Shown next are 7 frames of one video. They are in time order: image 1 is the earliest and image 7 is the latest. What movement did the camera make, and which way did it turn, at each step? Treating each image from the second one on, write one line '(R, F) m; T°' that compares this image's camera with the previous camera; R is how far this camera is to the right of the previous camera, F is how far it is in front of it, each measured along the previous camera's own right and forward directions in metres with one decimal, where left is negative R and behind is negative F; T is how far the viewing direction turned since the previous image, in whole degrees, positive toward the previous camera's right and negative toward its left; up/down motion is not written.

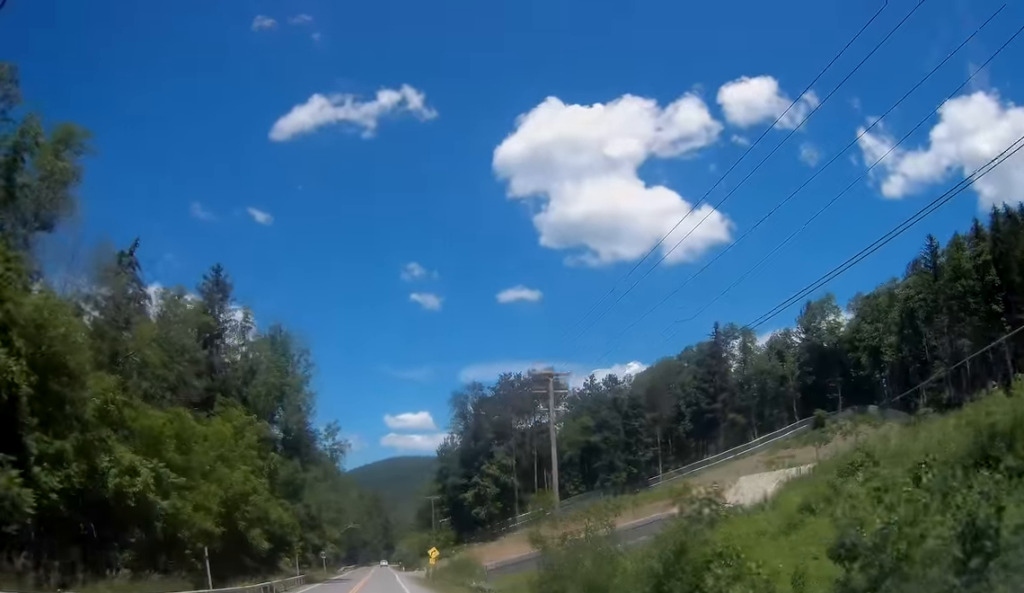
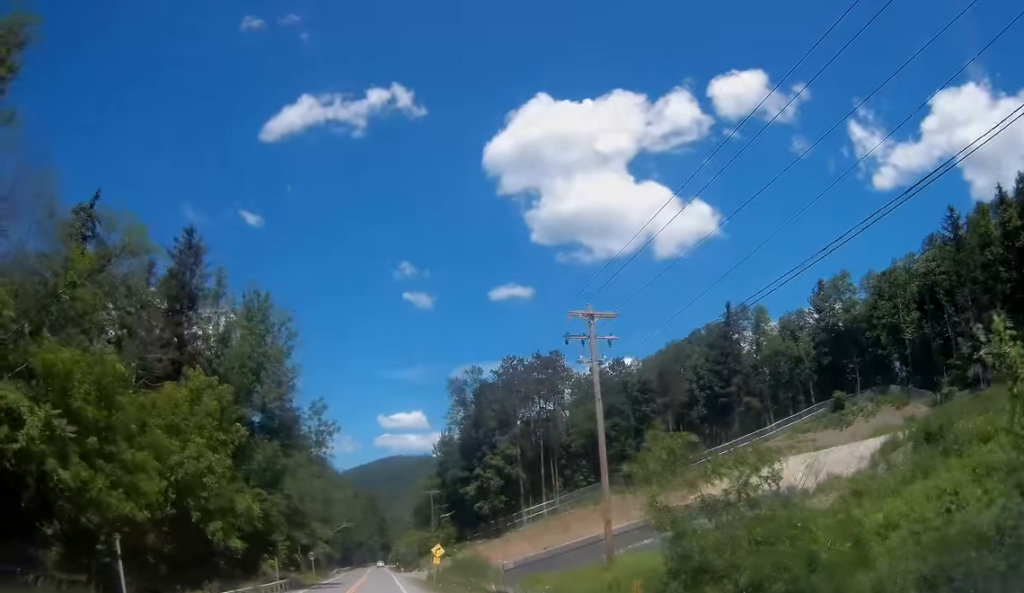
(+0.1, +8.1) m; +1°
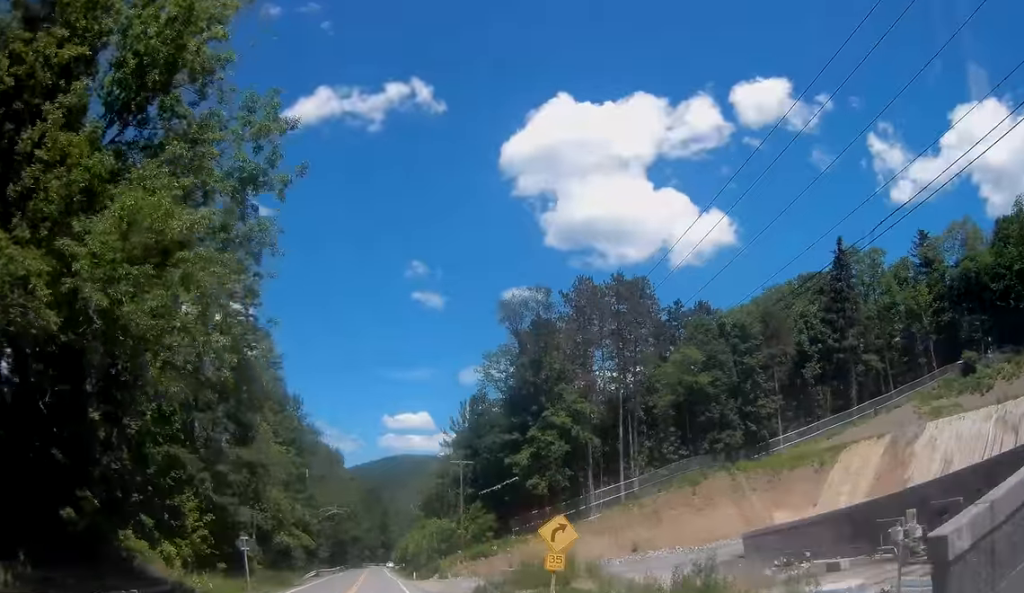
(0.0, +31.9) m; -1°
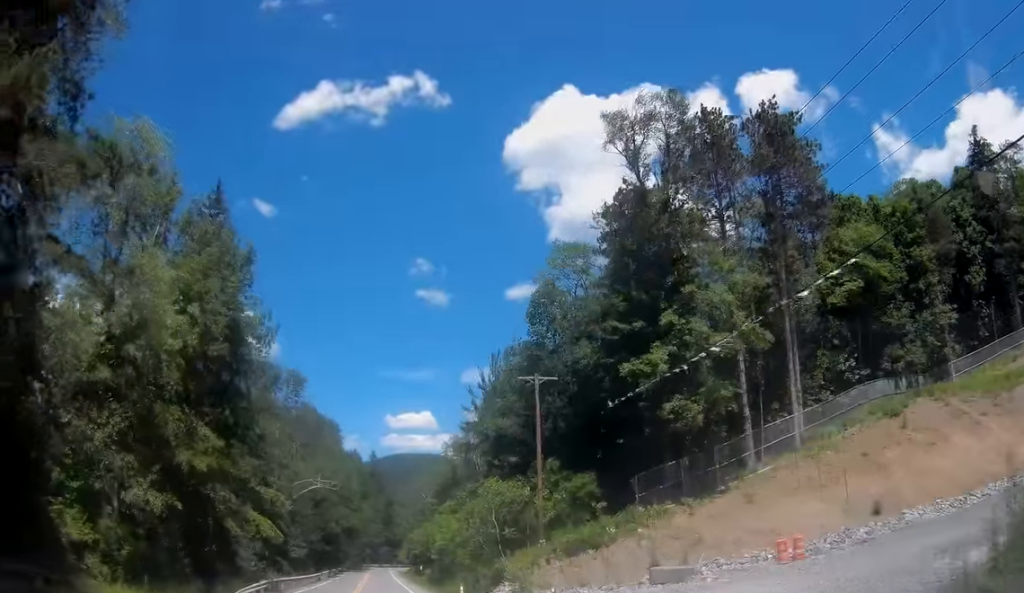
(-0.2, +31.4) m; 0°
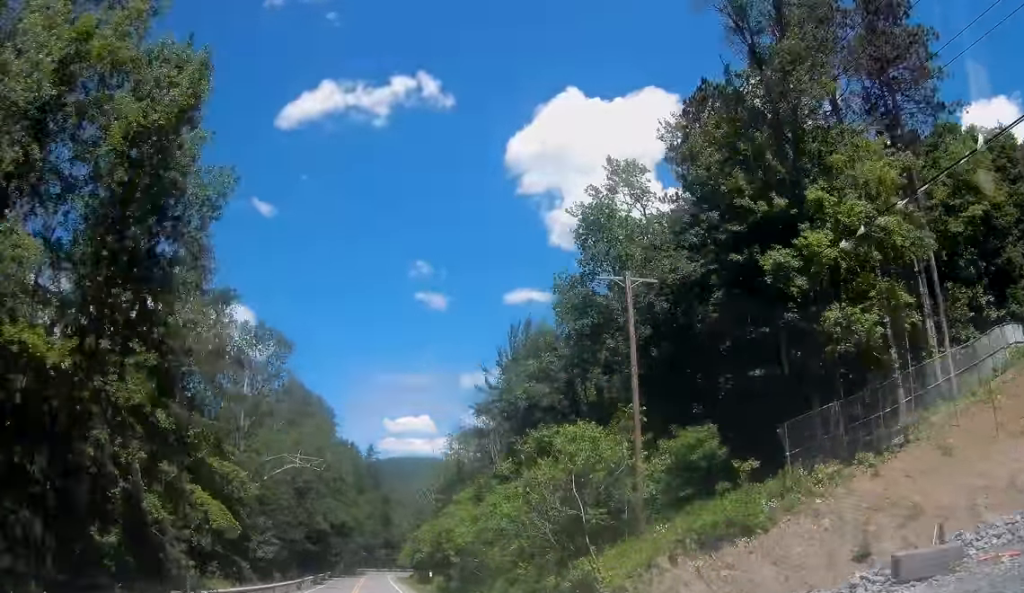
(+0.2, +14.5) m; +1°
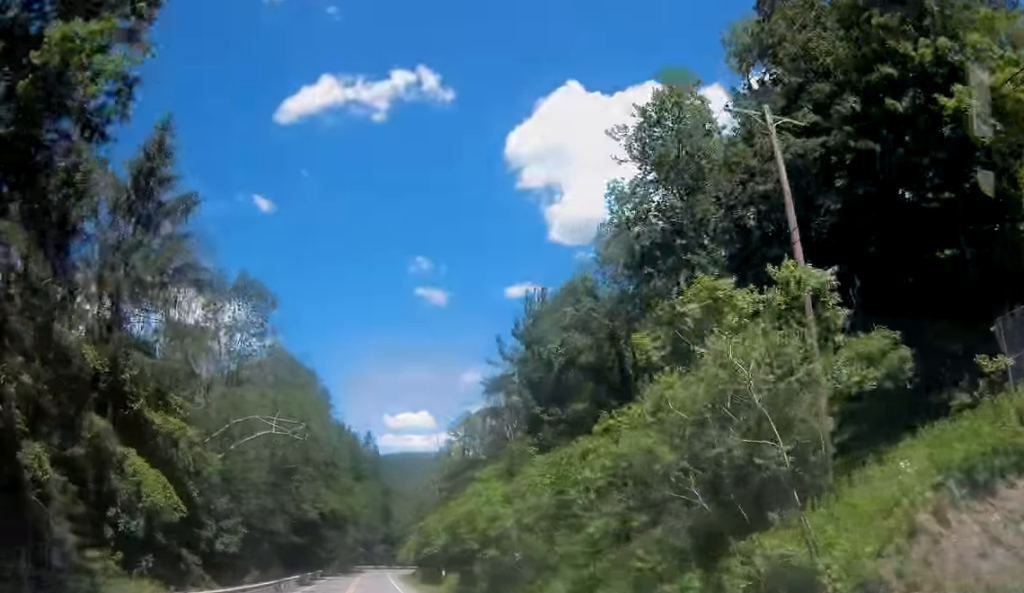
(0.0, +10.3) m; 0°
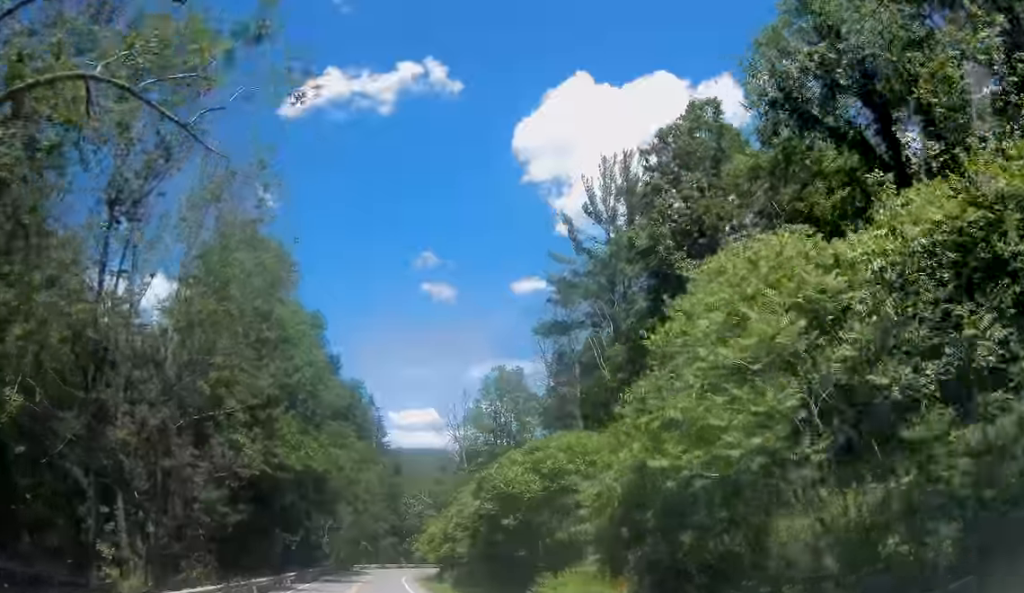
(0.0, +26.8) m; -1°
